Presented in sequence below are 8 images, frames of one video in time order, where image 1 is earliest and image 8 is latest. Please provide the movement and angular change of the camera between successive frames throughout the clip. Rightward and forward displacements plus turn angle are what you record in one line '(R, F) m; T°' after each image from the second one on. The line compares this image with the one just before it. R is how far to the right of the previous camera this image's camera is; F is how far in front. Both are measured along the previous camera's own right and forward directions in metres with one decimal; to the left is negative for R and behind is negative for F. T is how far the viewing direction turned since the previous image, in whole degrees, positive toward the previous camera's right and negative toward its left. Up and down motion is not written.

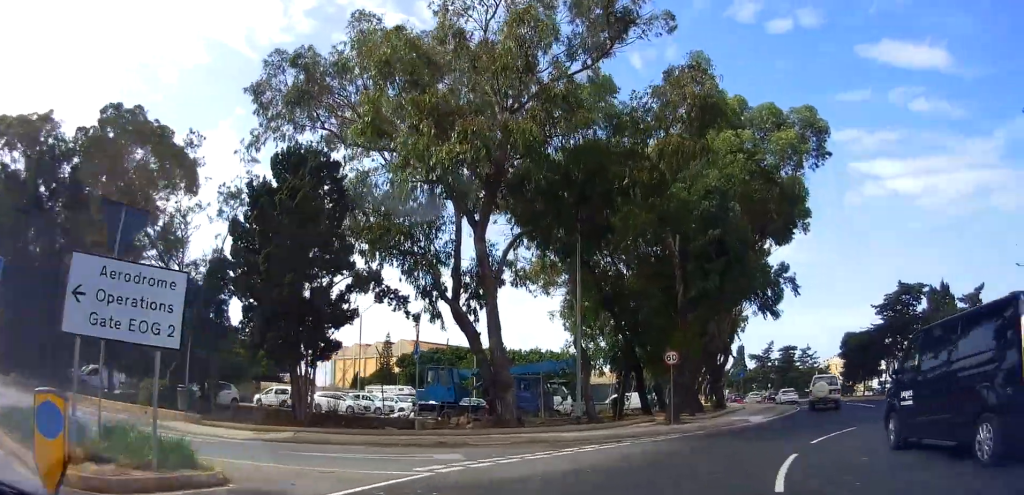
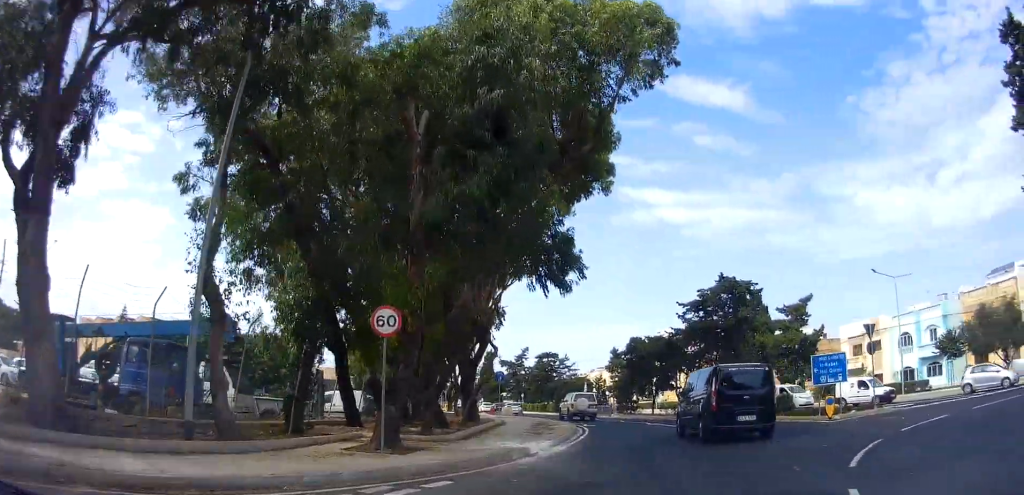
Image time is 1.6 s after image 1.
(+2.1, +10.7) m; +16°
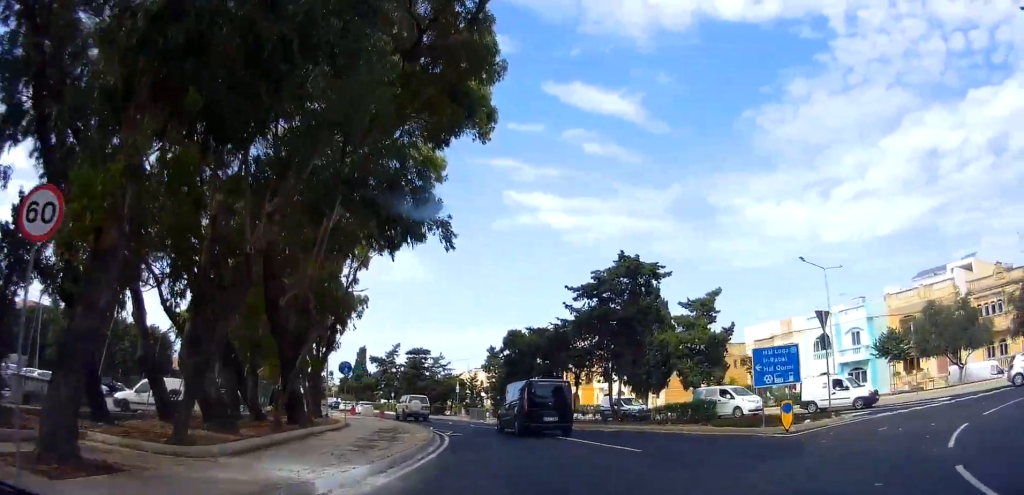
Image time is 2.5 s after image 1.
(+0.3, +6.2) m; +3°
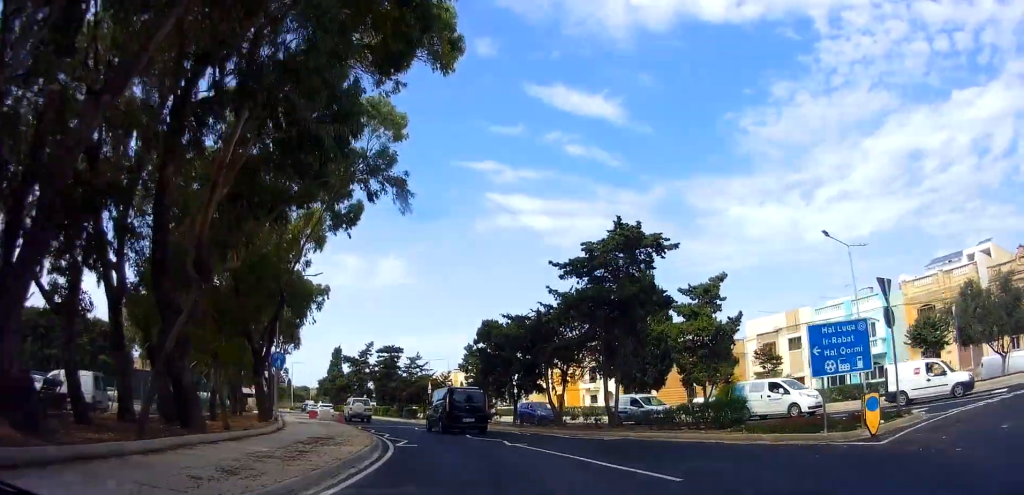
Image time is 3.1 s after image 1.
(+0.1, +4.8) m; +1°
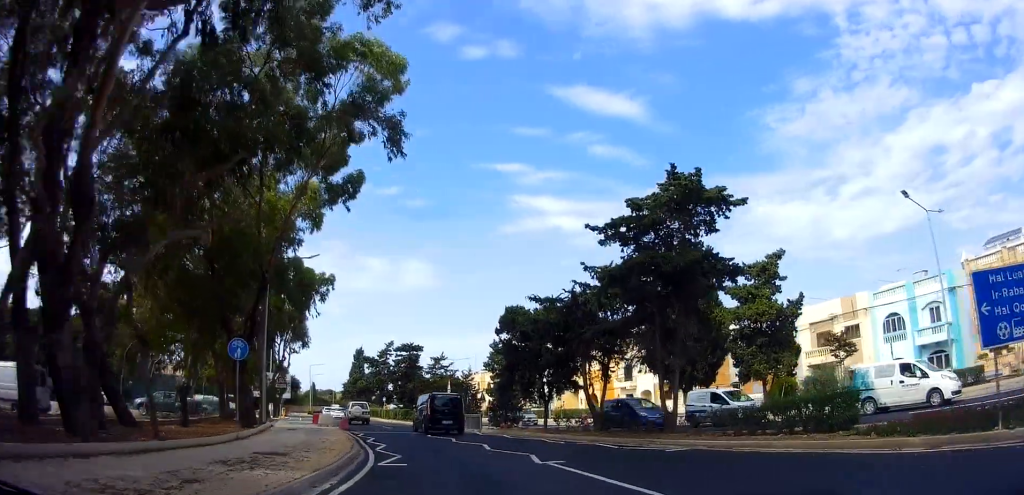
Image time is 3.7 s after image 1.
(-0.1, +4.2) m; +2°
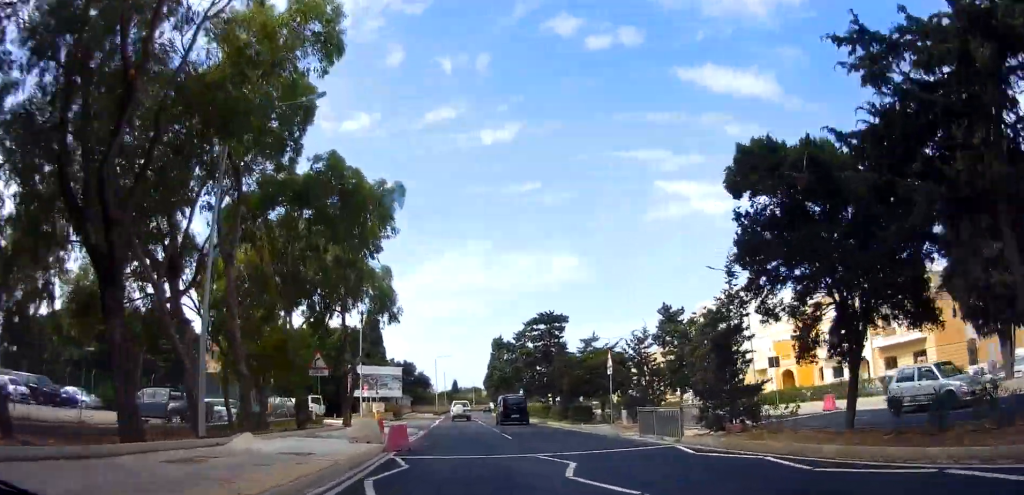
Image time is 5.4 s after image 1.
(+0.4, +12.5) m; -2°
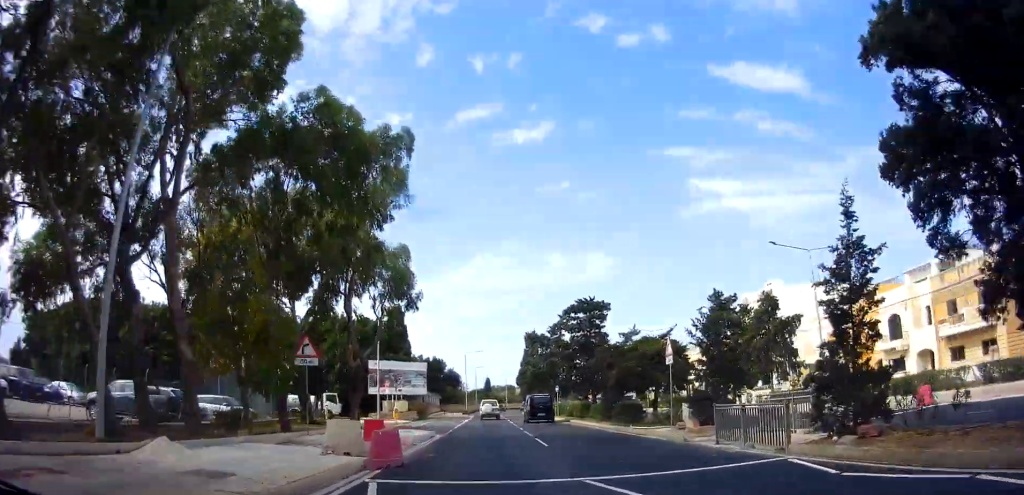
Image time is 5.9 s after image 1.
(0.0, +3.5) m; -3°
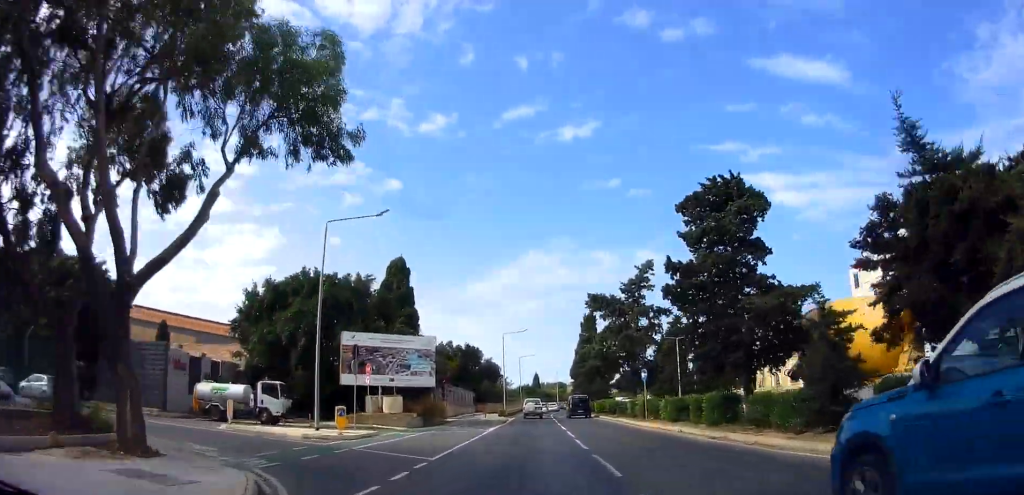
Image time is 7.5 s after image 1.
(-1.3, +15.7) m; -7°
